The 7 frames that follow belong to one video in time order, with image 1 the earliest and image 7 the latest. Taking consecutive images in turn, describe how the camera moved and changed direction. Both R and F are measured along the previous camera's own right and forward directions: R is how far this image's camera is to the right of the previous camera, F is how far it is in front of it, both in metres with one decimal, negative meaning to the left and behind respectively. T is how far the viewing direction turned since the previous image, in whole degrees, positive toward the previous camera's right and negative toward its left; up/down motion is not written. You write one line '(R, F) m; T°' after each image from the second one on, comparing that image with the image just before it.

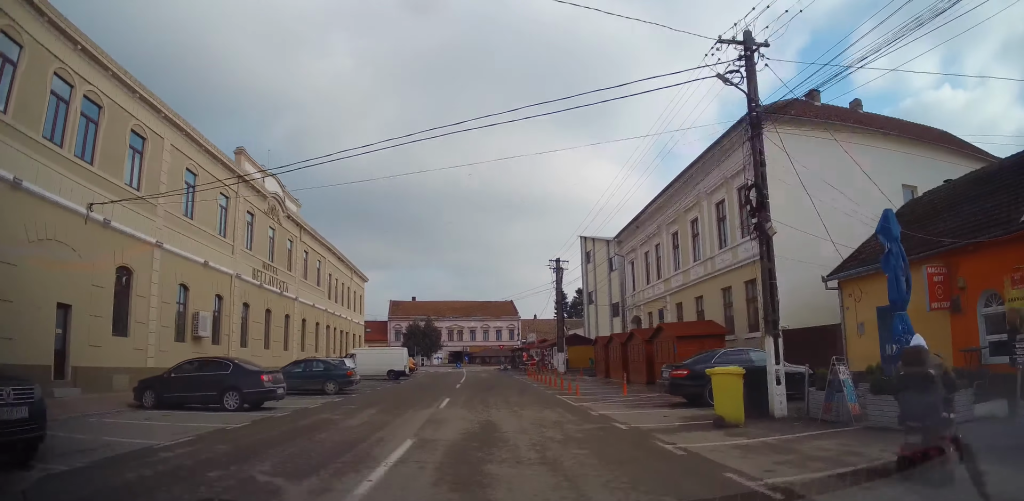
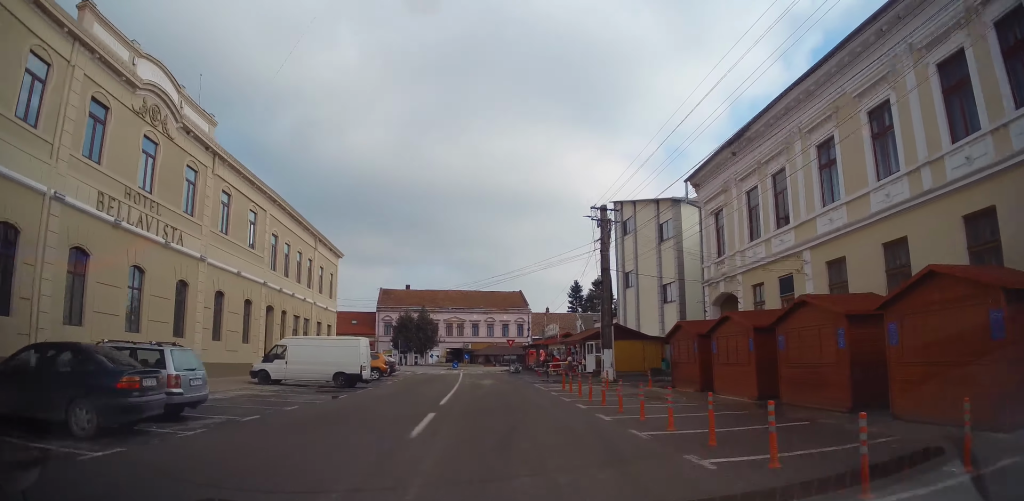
(+0.1, +14.6) m; +1°
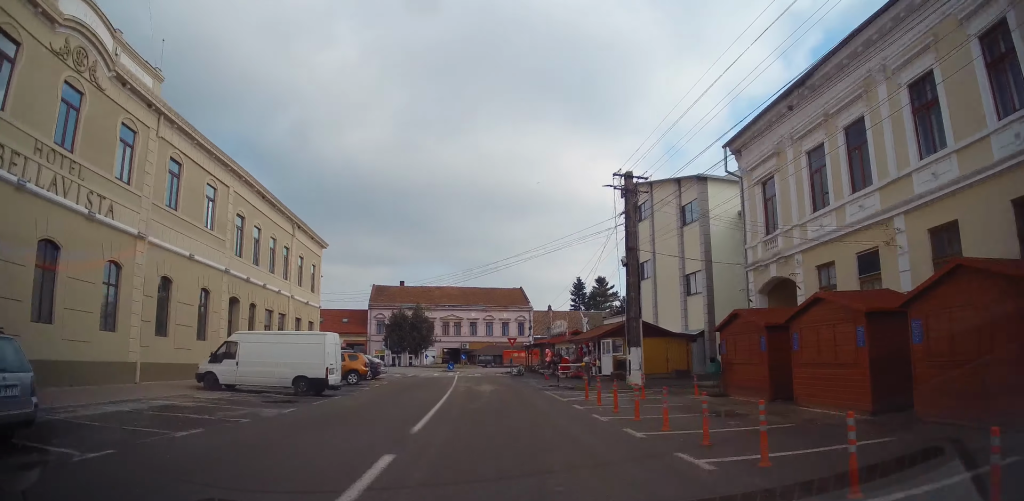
(-0.1, +5.0) m; -1°
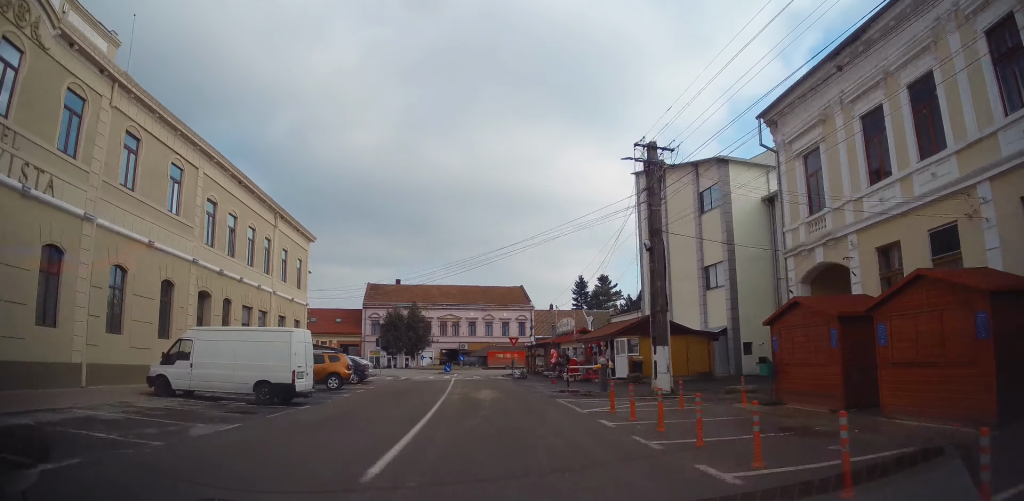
(-0.1, +3.3) m; -1°
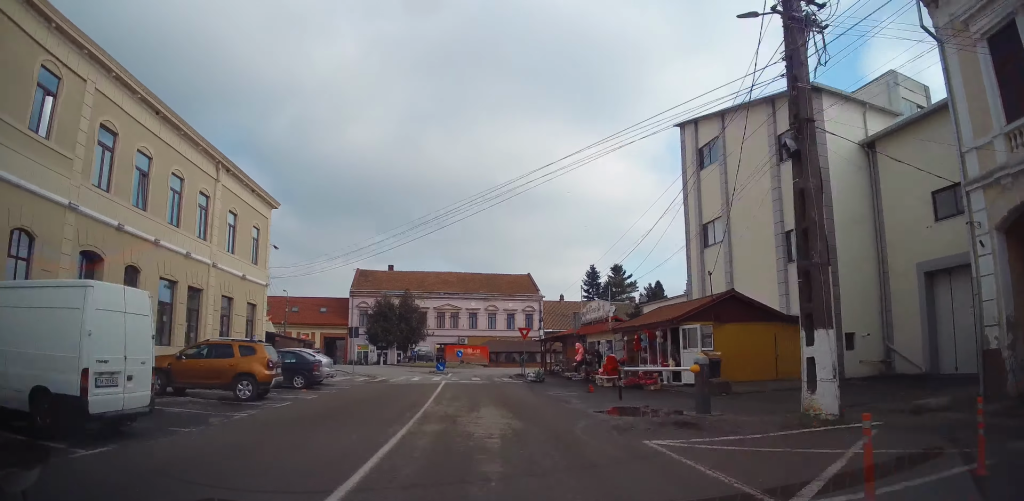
(-0.1, +8.8) m; 0°
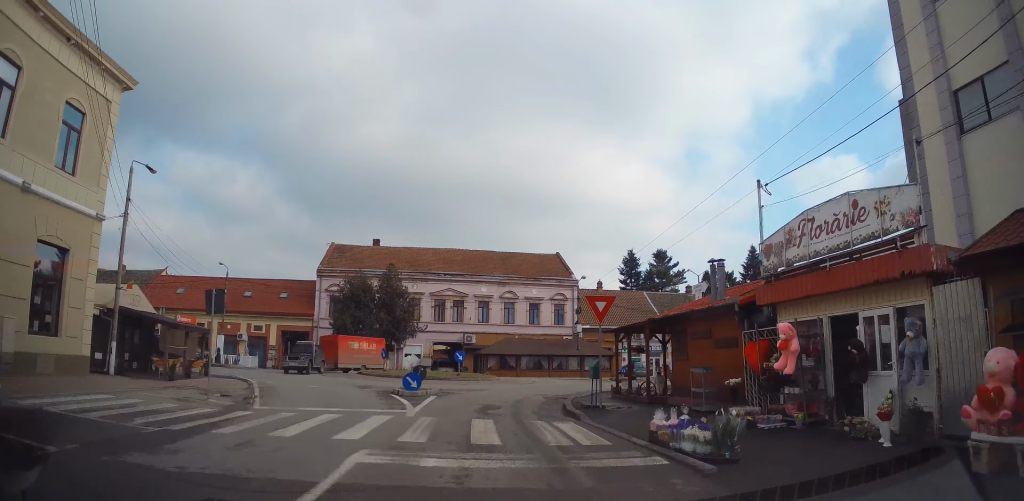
(0.0, +17.5) m; -3°
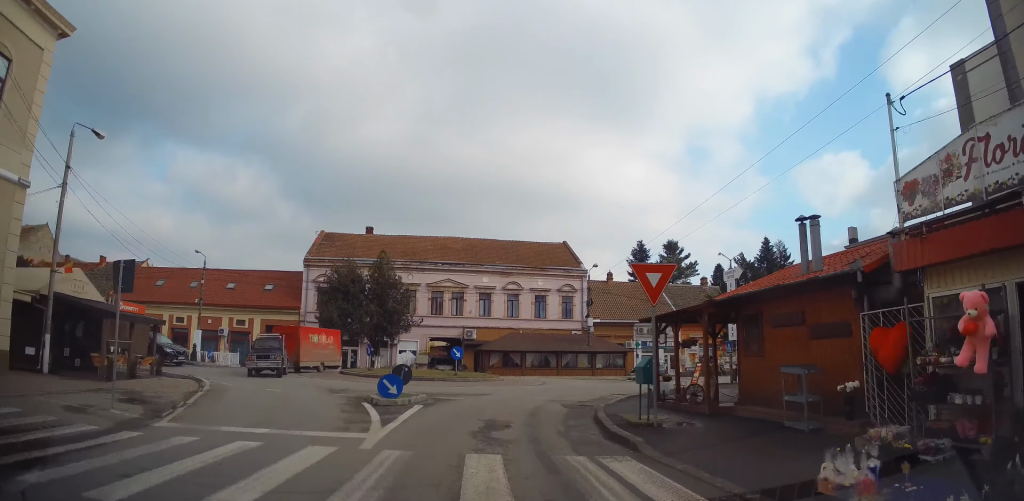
(-0.2, +4.4) m; -2°
